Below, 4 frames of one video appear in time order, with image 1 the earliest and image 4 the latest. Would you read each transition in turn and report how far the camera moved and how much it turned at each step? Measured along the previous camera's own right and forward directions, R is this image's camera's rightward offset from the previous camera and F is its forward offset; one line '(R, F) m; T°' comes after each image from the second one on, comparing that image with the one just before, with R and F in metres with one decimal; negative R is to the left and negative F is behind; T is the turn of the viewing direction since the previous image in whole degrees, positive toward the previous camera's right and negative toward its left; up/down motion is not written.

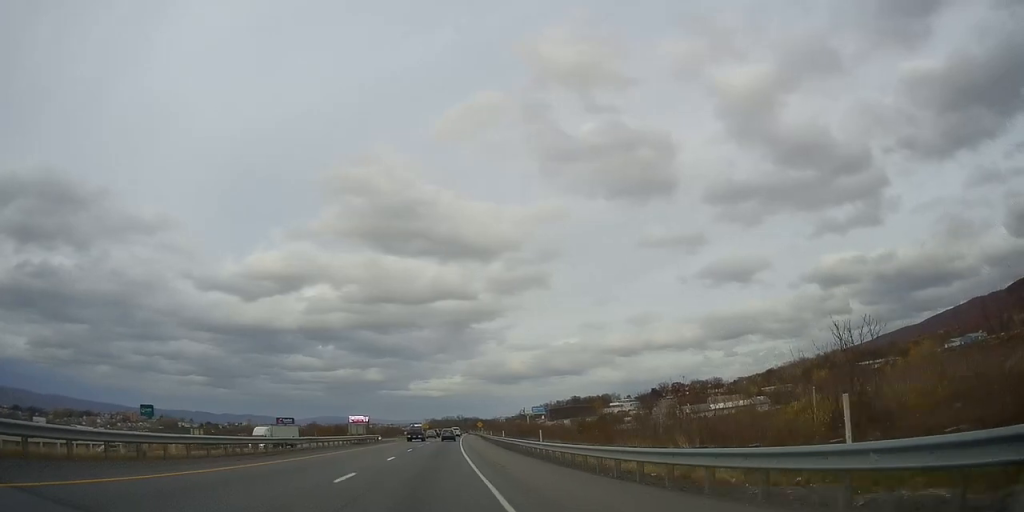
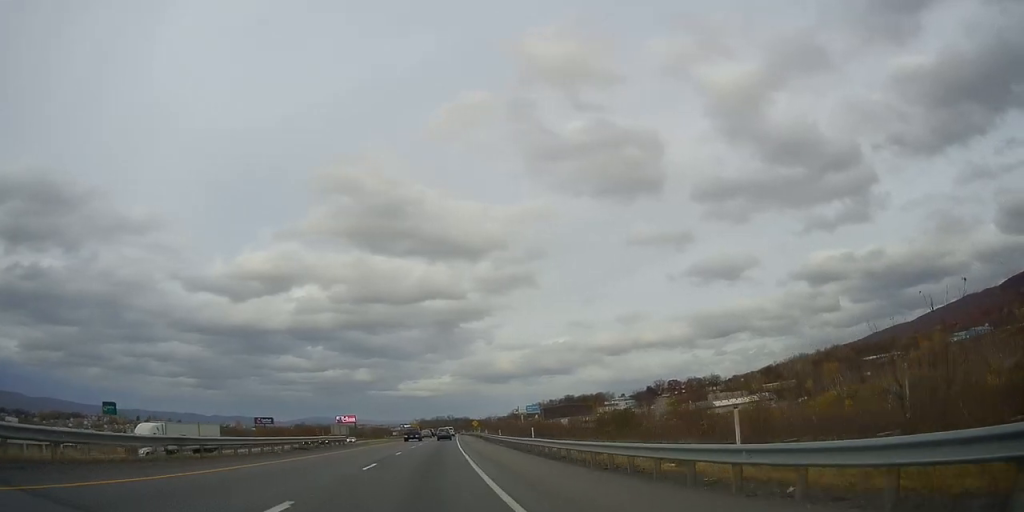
(+0.3, +19.8) m; +1°
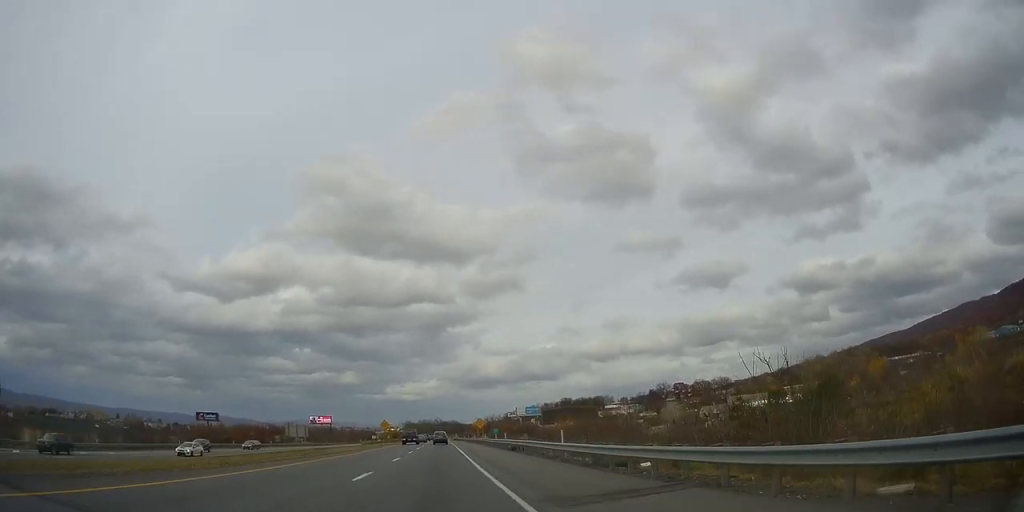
(+0.5, +52.3) m; +2°
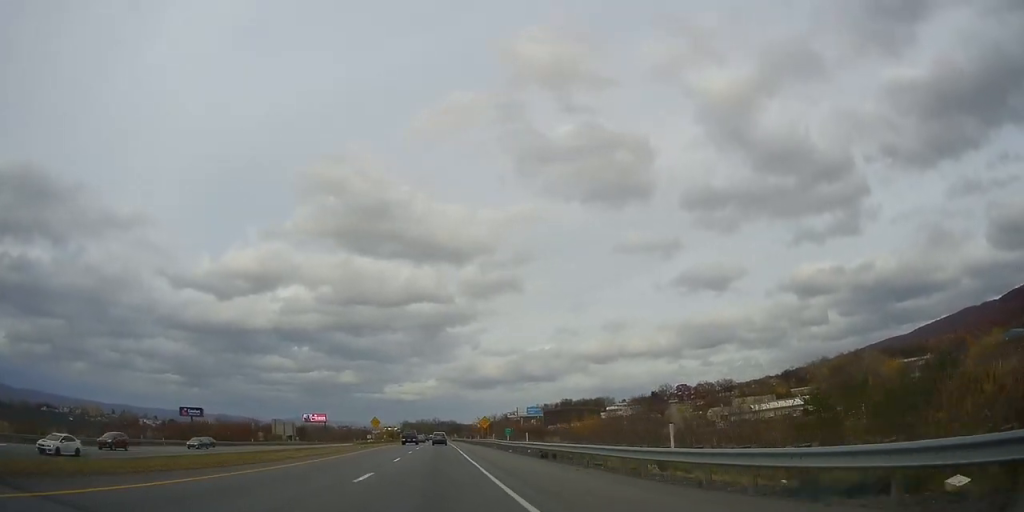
(0.0, +12.5) m; +1°
